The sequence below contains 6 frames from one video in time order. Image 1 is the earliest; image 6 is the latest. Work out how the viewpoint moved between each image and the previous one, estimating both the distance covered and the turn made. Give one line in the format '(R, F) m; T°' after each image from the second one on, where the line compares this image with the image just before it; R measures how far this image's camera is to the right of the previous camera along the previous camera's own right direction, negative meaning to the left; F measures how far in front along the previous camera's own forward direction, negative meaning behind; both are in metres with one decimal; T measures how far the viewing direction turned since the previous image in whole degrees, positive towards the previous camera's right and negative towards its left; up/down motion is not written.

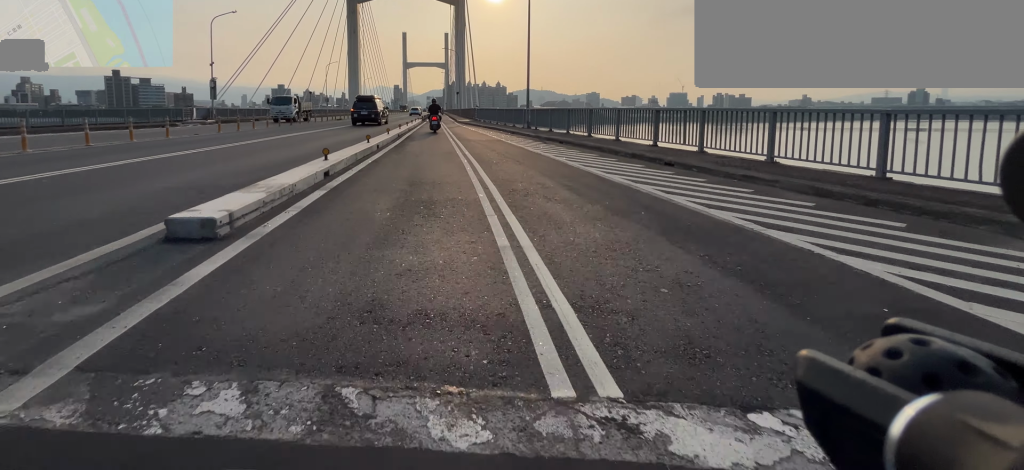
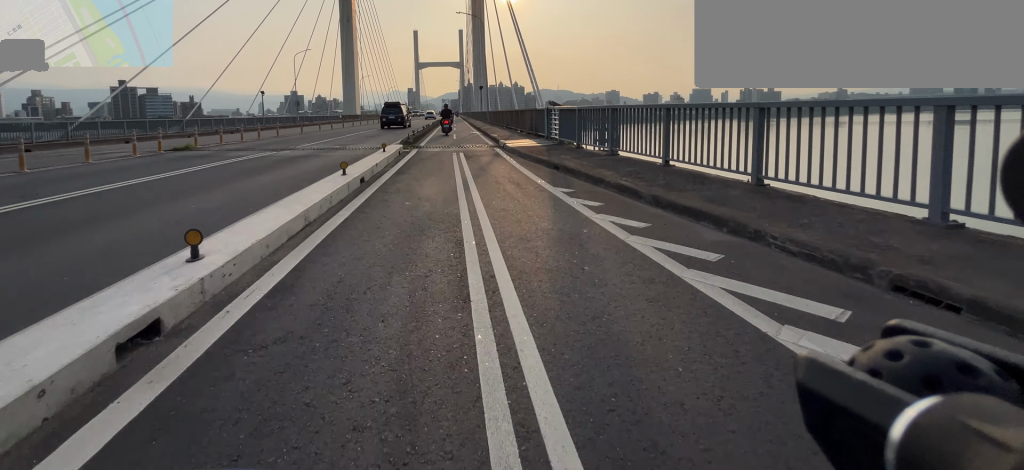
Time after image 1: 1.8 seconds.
(-0.5, +24.5) m; -2°
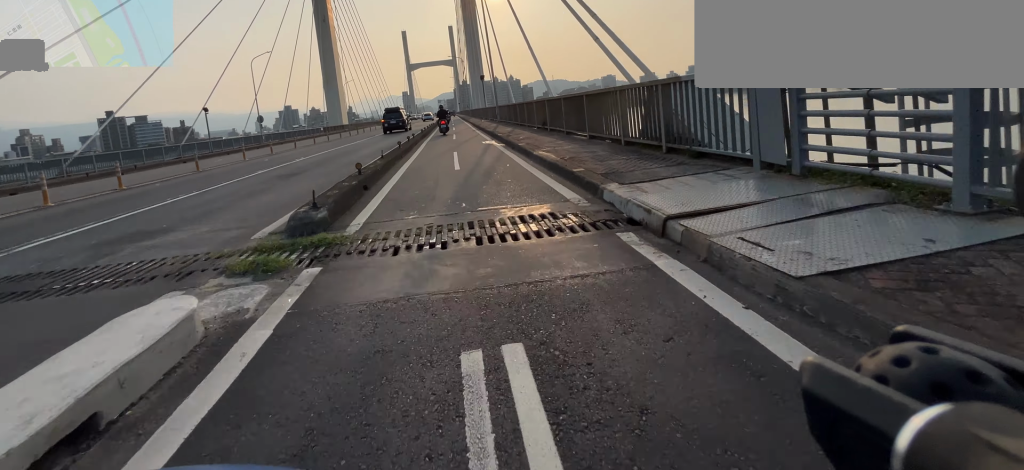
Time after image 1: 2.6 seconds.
(0.0, +10.6) m; 0°
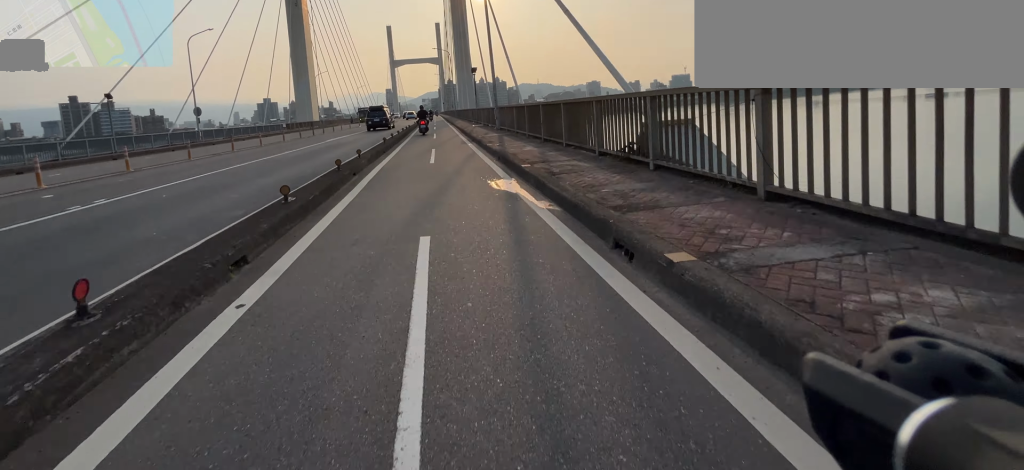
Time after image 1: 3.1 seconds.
(0.0, +8.1) m; 0°
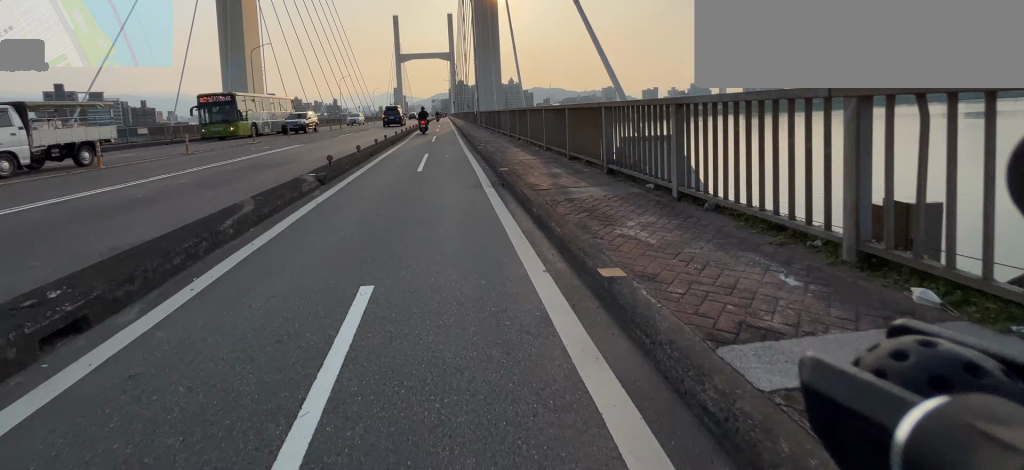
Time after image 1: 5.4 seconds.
(+0.5, +30.9) m; +1°
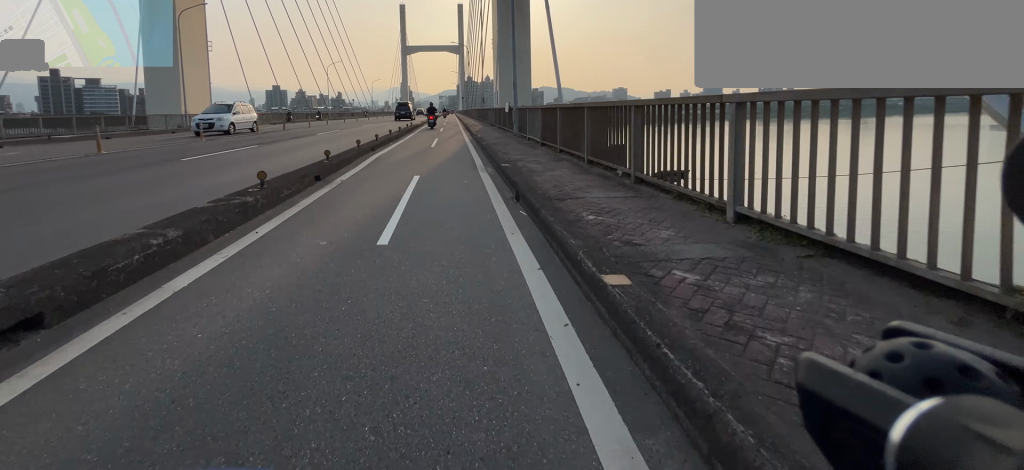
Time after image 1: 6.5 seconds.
(-0.1, +15.2) m; 0°
